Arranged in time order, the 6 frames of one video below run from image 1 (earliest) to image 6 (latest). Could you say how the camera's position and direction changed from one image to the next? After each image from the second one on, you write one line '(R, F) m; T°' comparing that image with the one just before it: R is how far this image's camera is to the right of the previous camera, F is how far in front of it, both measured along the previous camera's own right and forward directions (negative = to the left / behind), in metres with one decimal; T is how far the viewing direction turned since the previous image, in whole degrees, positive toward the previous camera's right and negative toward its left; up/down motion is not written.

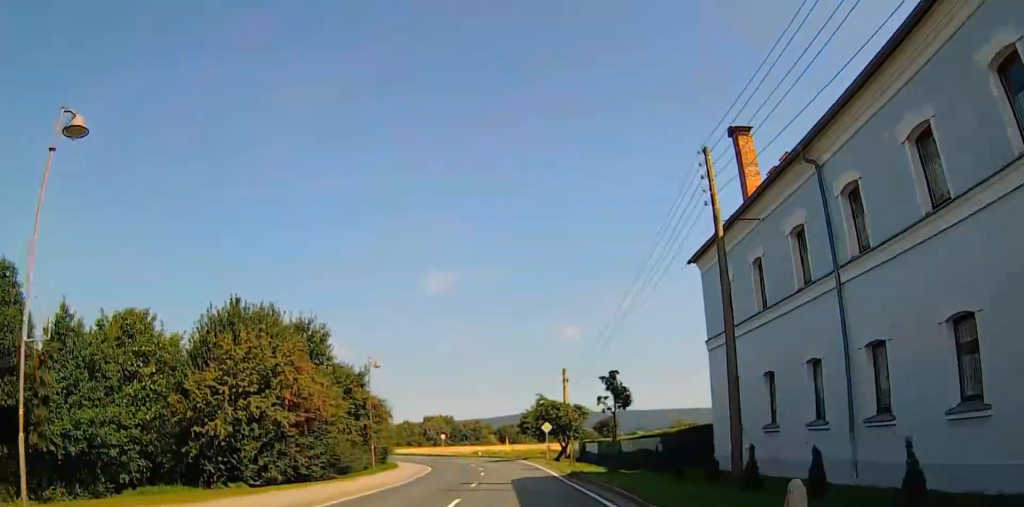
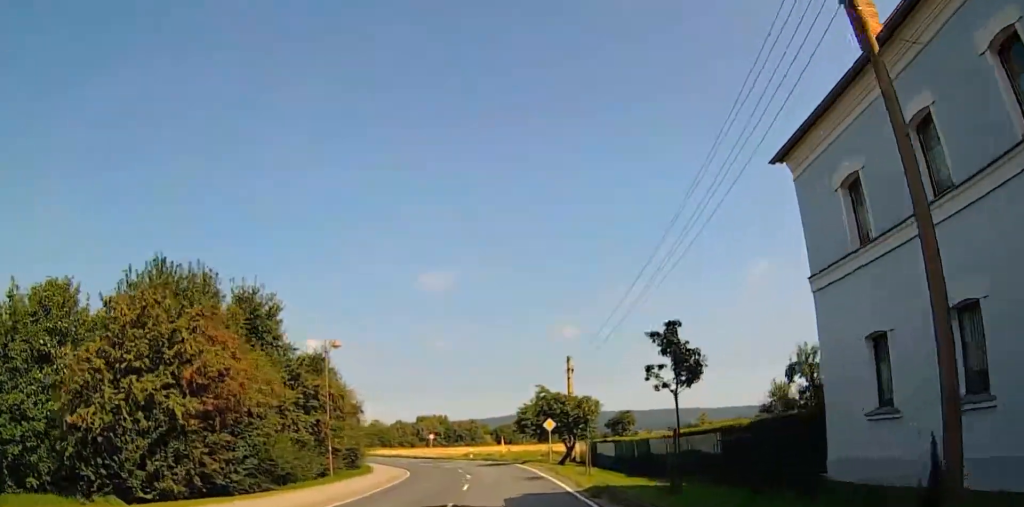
(-0.2, +8.5) m; -2°
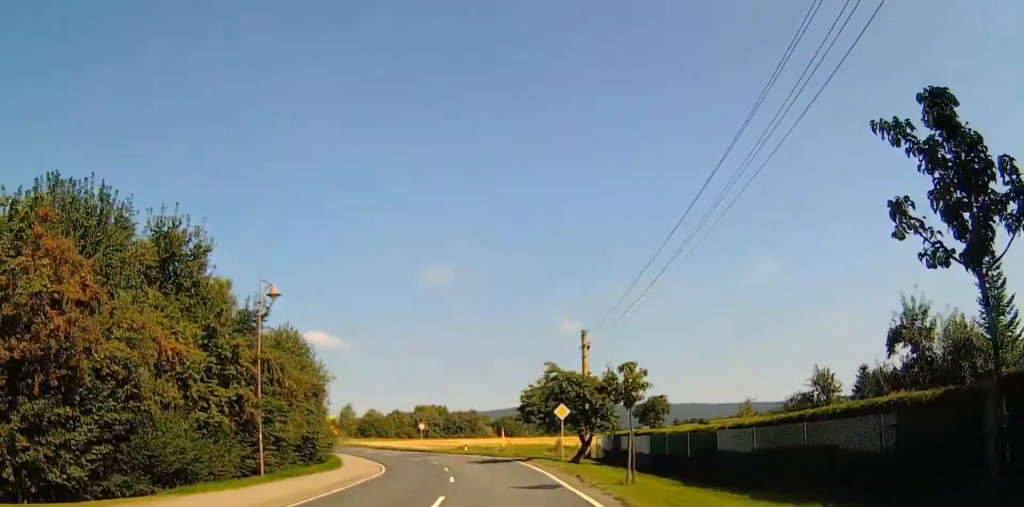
(-0.2, +9.8) m; -2°
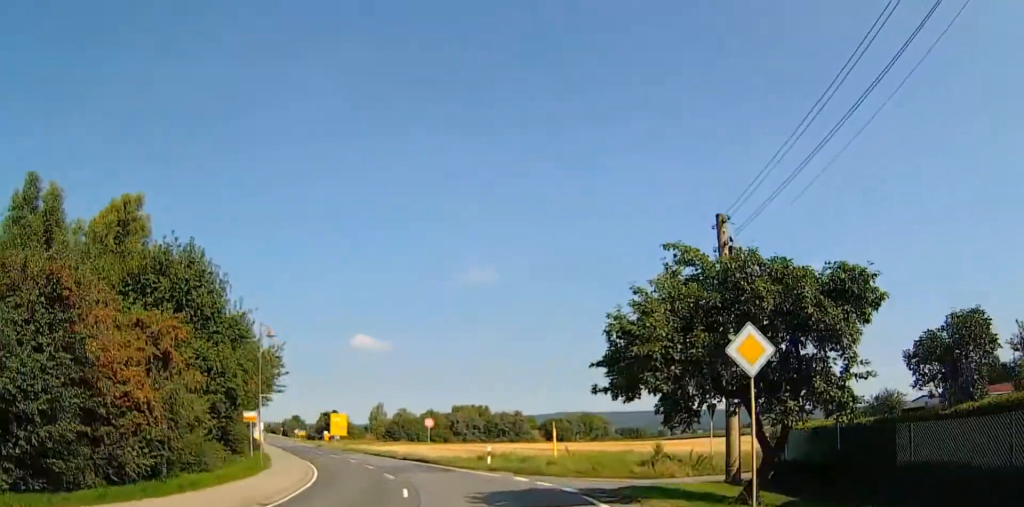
(-1.2, +26.8) m; -5°
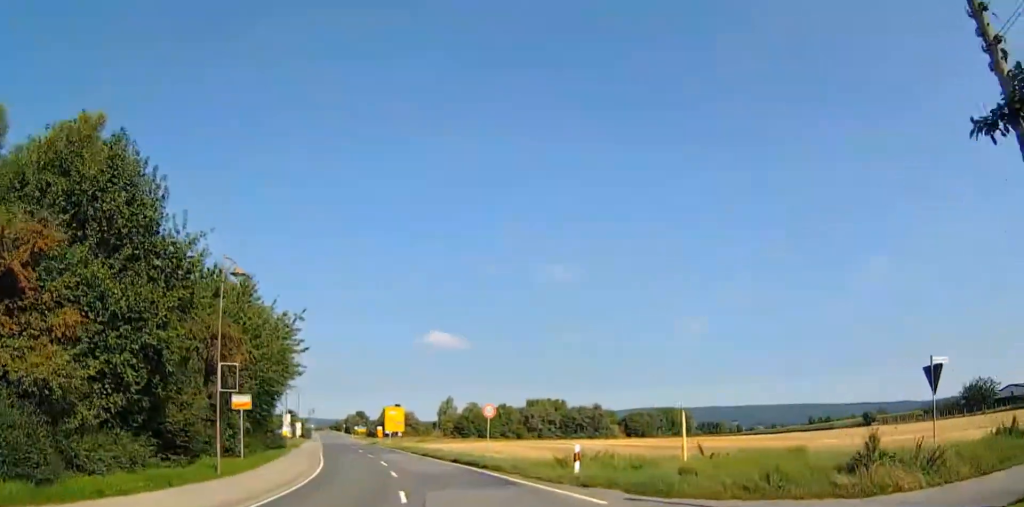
(0.0, +12.4) m; -6°
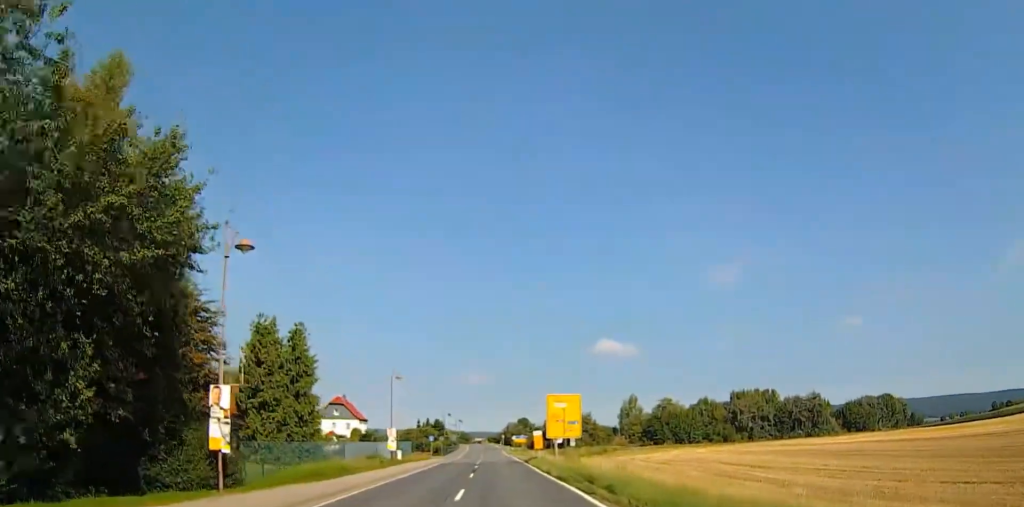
(-4.9, +38.1) m; -9°
